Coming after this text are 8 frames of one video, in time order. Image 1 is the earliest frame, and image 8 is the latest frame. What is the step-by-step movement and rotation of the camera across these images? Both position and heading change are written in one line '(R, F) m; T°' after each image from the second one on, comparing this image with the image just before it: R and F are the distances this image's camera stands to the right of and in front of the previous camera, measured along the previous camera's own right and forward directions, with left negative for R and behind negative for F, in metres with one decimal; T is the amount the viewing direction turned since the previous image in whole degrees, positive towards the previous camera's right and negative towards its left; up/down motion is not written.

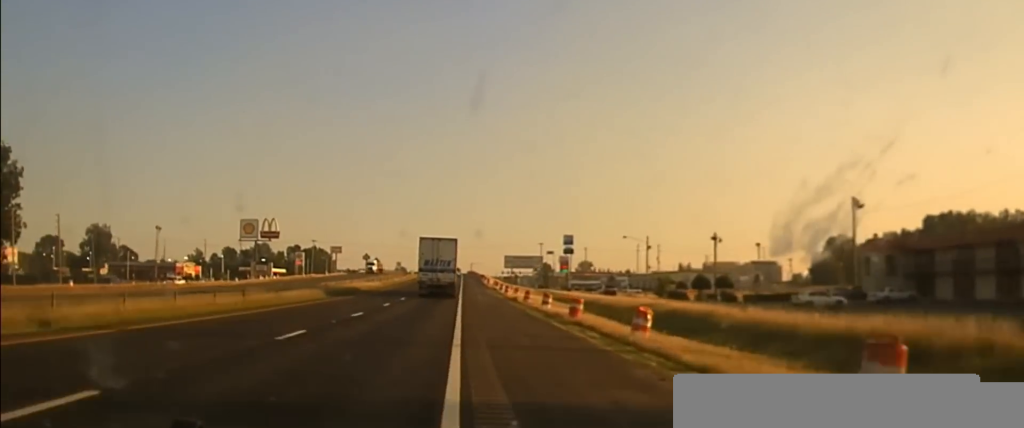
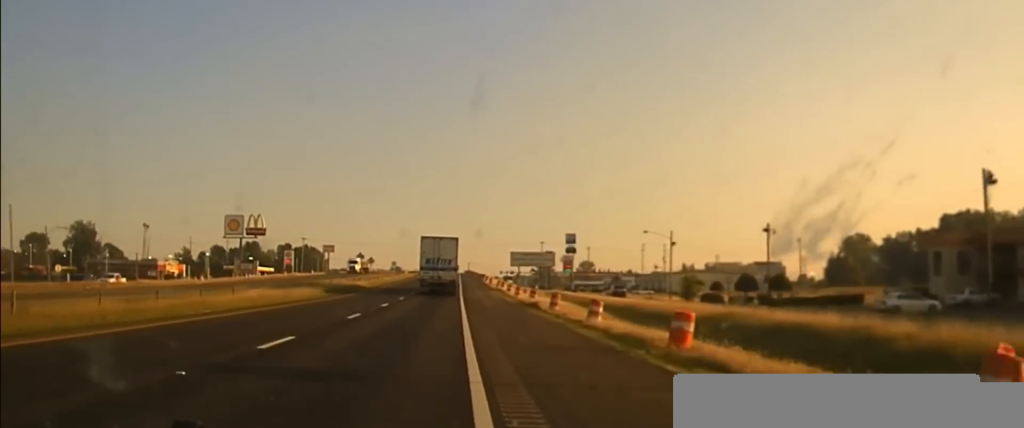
(0.0, +15.7) m; 0°
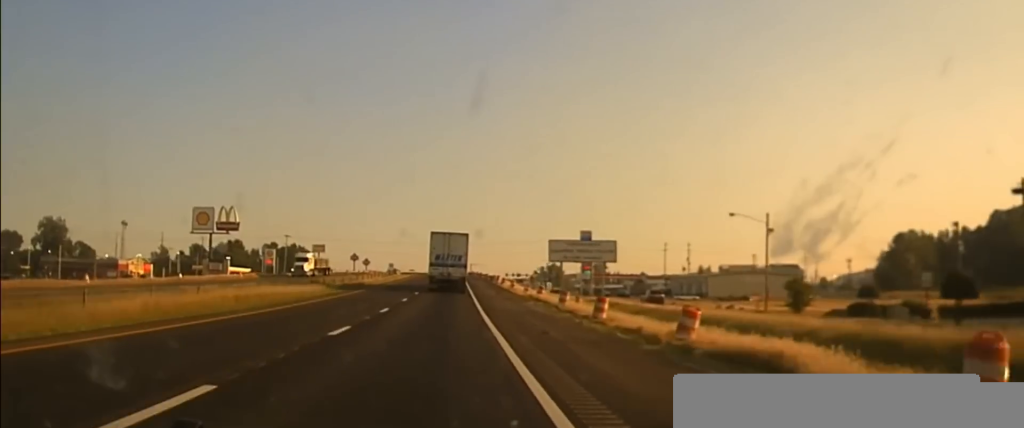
(0.0, +32.0) m; 0°
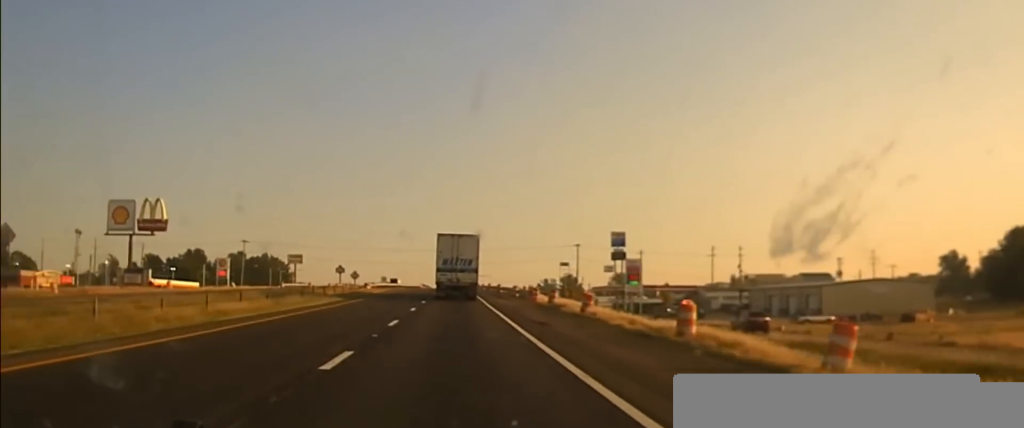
(0.0, +51.6) m; 0°
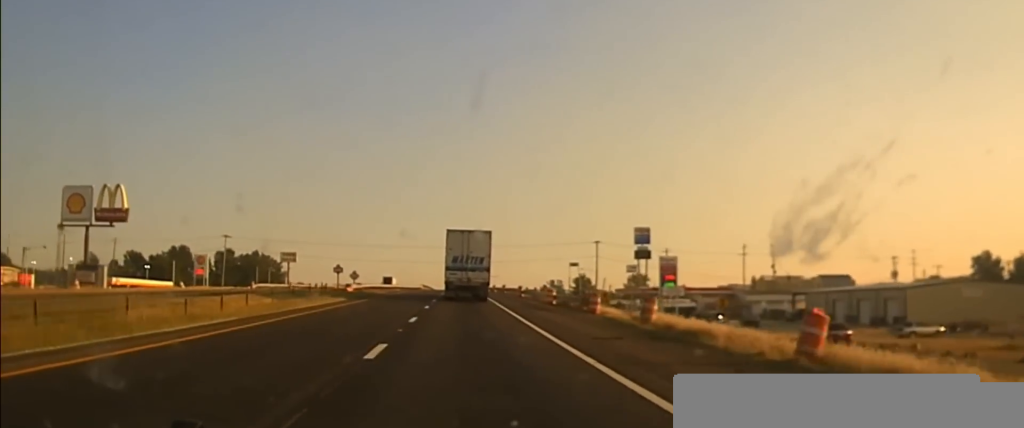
(0.0, +19.9) m; 0°
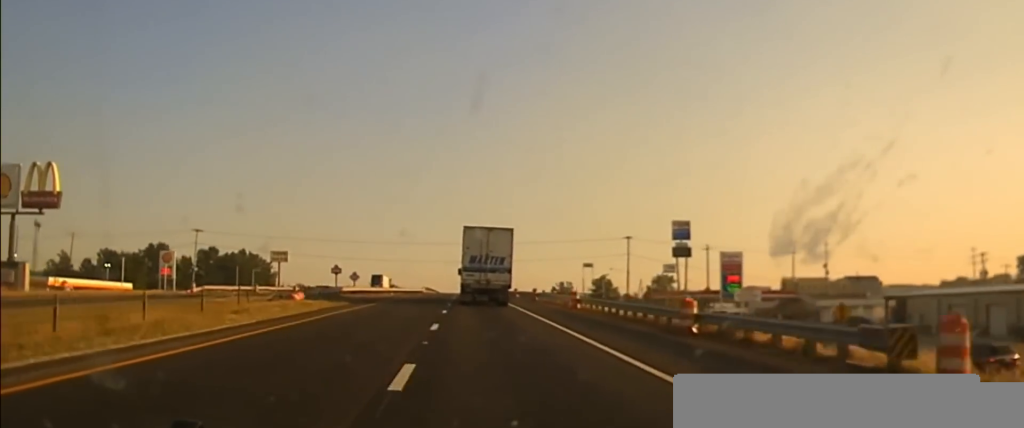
(0.0, +24.9) m; 0°
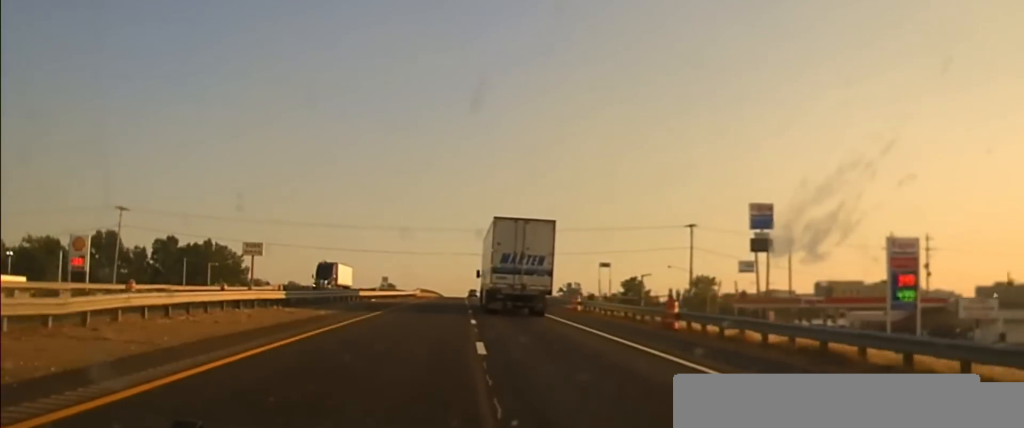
(0.0, +34.6) m; 0°
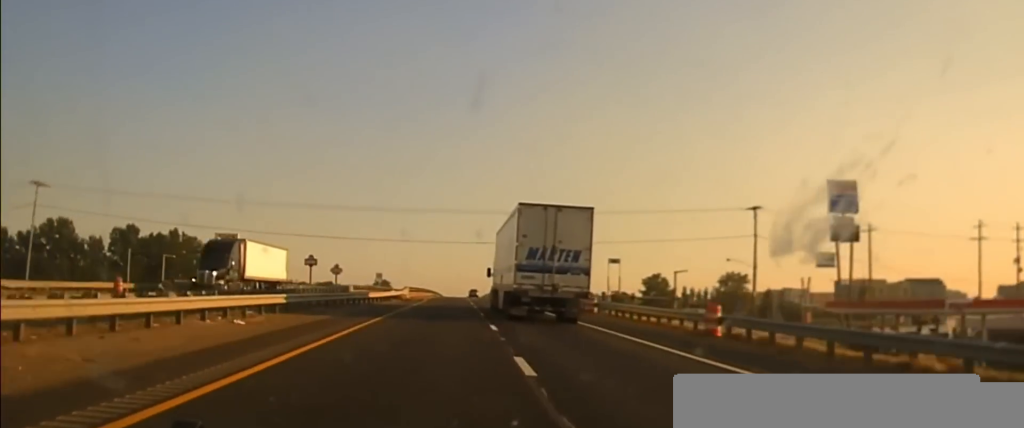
(0.0, +23.5) m; 0°
